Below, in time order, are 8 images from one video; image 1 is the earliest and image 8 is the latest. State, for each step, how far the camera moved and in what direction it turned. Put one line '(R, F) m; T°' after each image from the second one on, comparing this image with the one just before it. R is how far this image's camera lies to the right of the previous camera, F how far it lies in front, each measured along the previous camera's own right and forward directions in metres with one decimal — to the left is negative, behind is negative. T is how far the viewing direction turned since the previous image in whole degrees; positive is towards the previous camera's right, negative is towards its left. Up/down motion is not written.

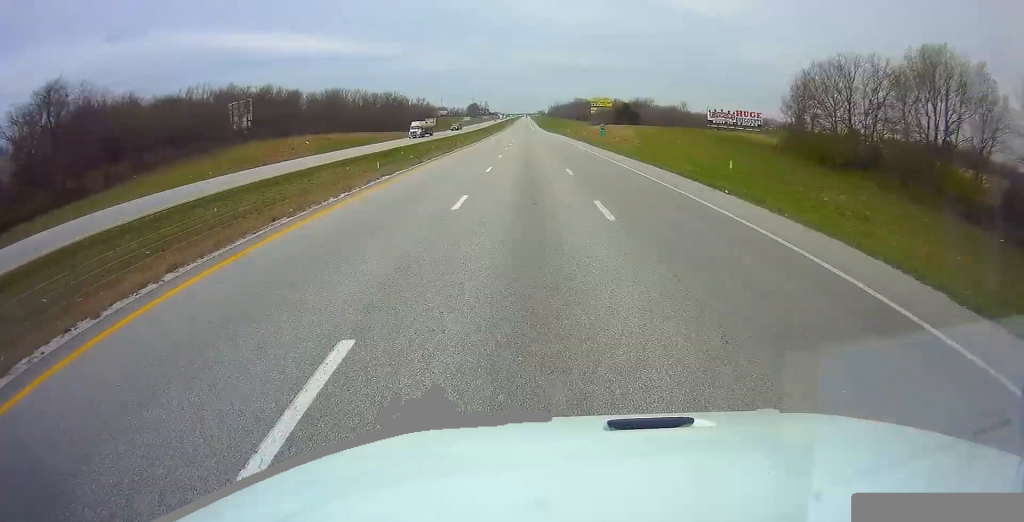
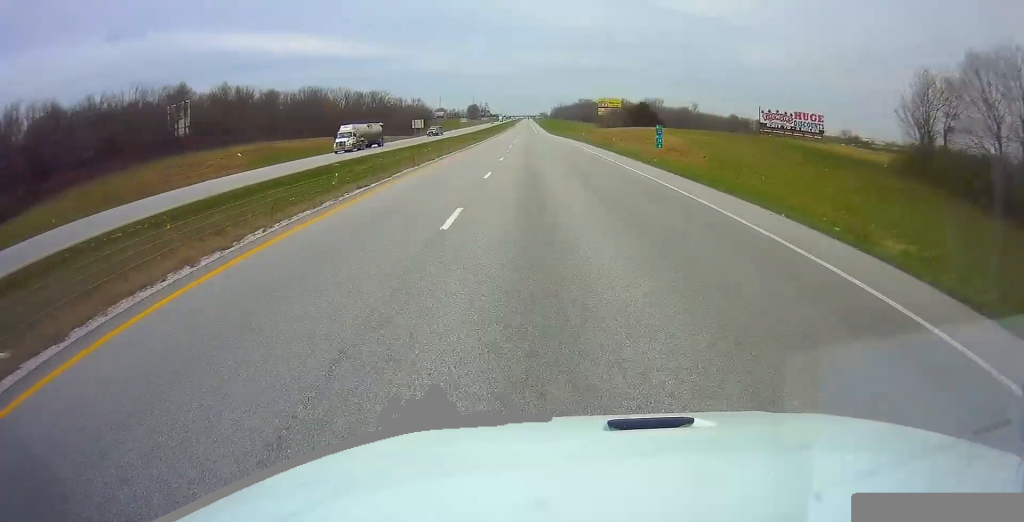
(-0.1, +26.8) m; 0°
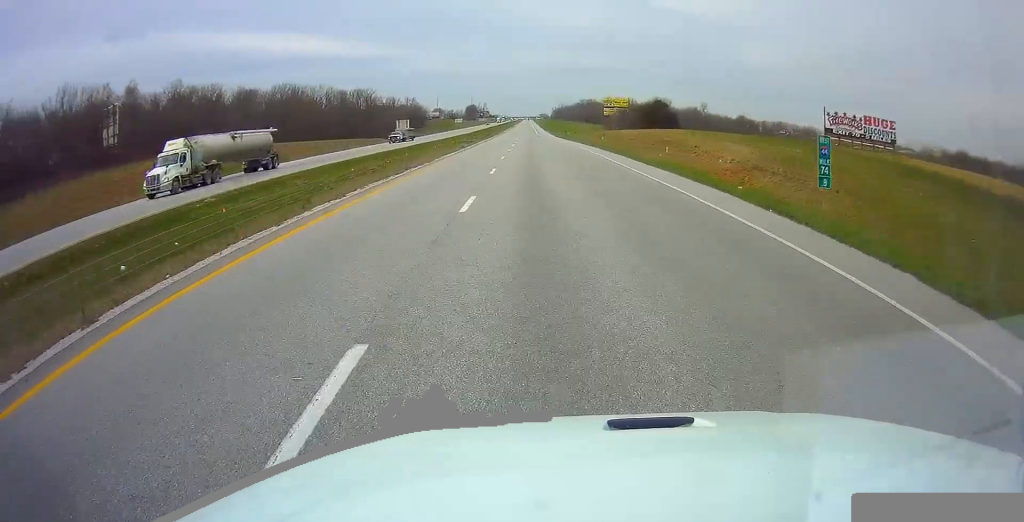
(+0.1, +21.6) m; 0°
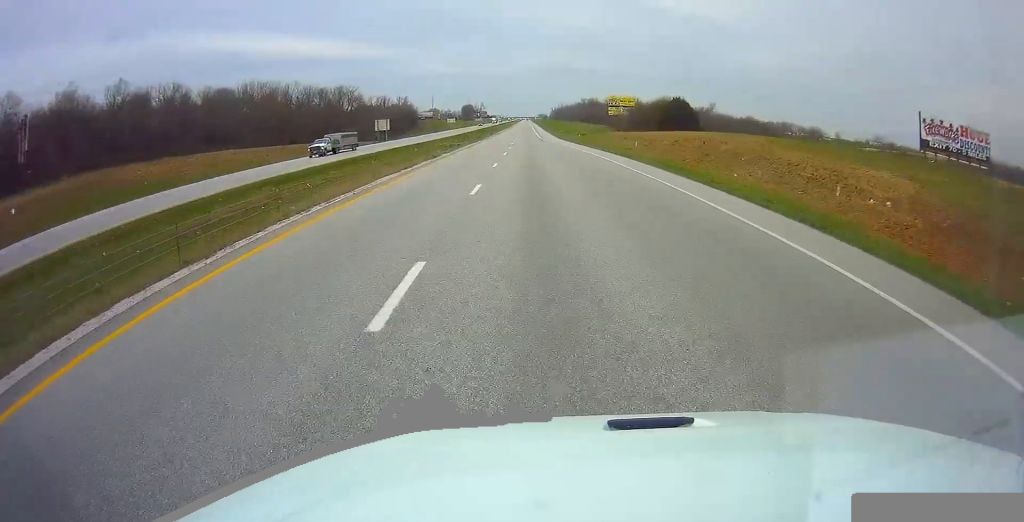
(0.0, +20.6) m; 0°
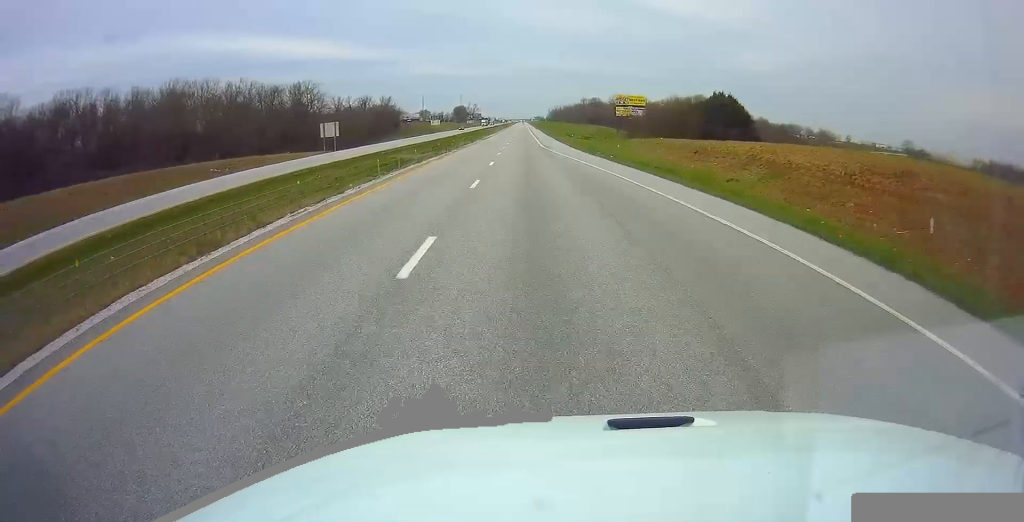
(+0.2, +34.1) m; 0°
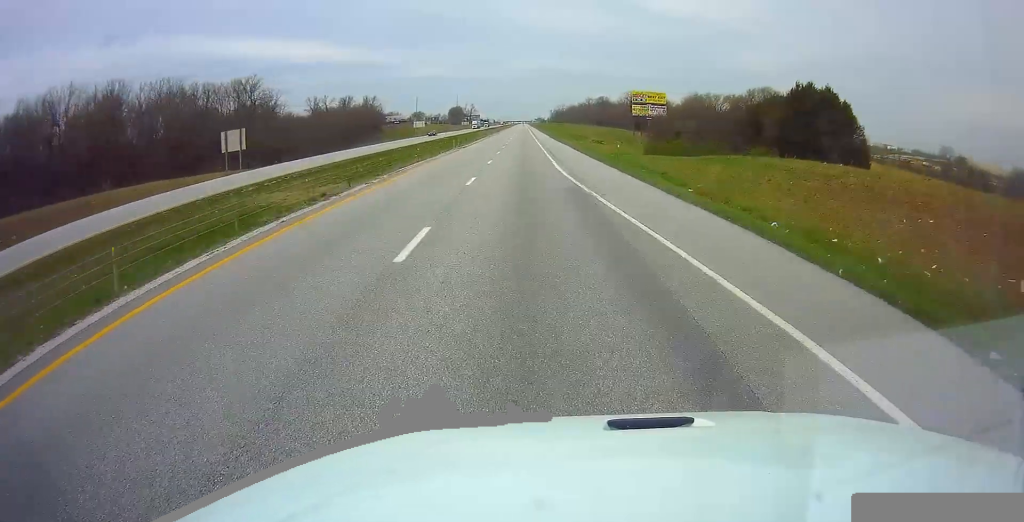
(-0.1, +35.1) m; -1°
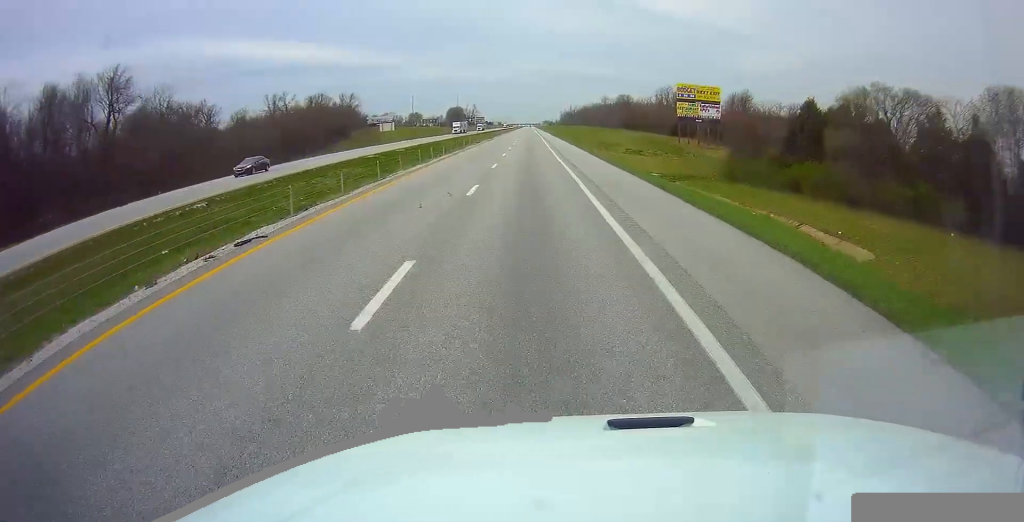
(-0.3, +51.5) m; 0°
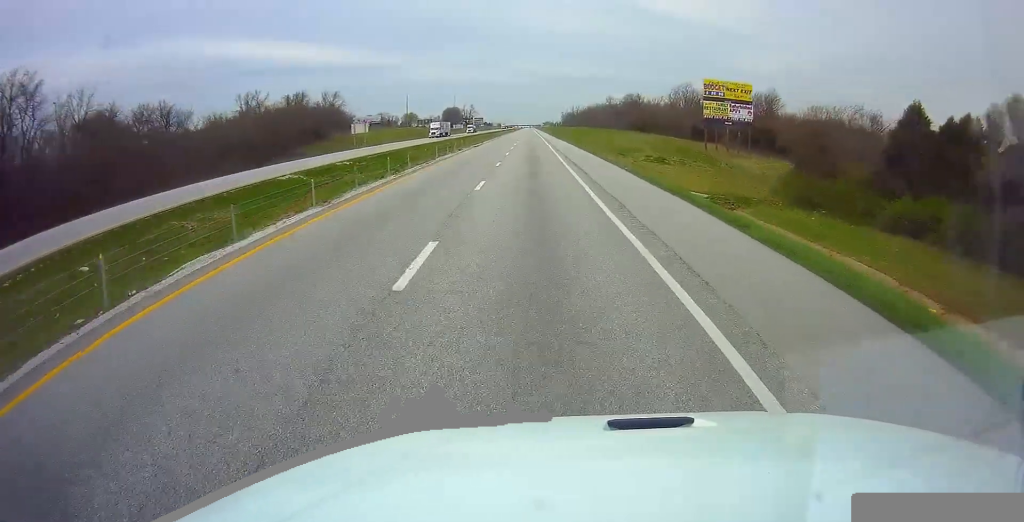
(+0.1, +22.6) m; 0°
